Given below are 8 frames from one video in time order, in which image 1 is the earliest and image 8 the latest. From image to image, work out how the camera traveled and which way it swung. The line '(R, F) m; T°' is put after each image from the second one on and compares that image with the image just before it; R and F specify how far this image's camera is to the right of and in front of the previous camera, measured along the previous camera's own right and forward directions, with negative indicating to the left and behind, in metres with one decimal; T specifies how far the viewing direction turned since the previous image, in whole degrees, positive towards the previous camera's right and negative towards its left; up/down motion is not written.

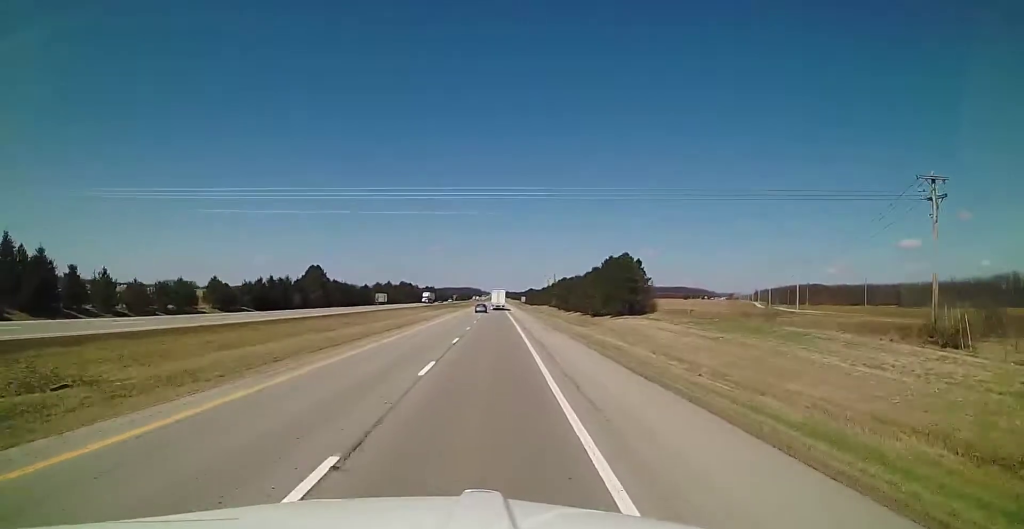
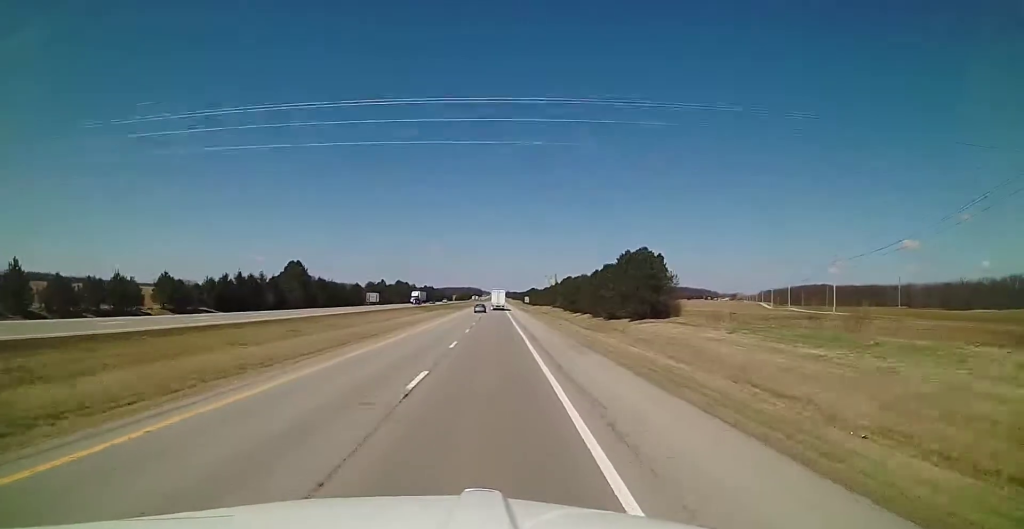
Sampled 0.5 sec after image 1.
(+0.1, +14.6) m; 0°
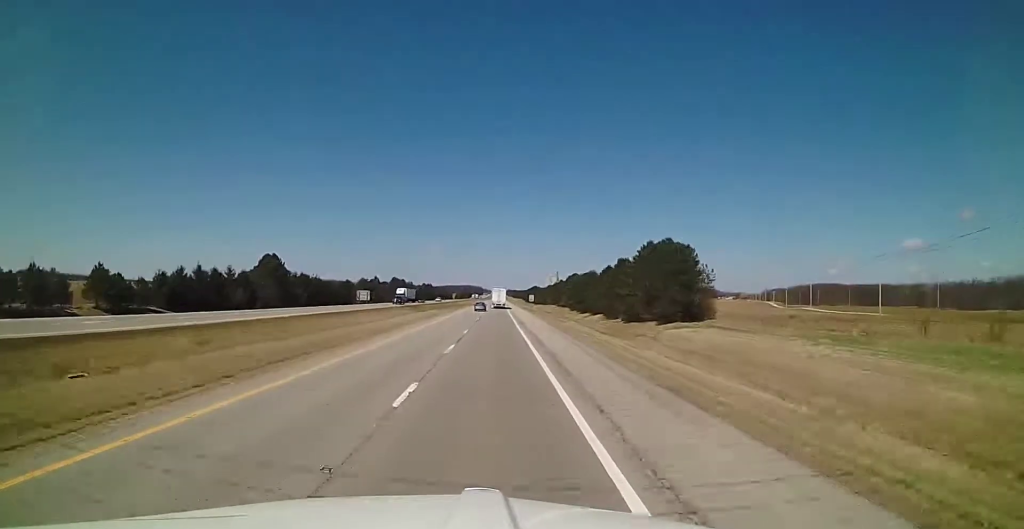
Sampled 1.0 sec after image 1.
(0.0, +14.6) m; 0°
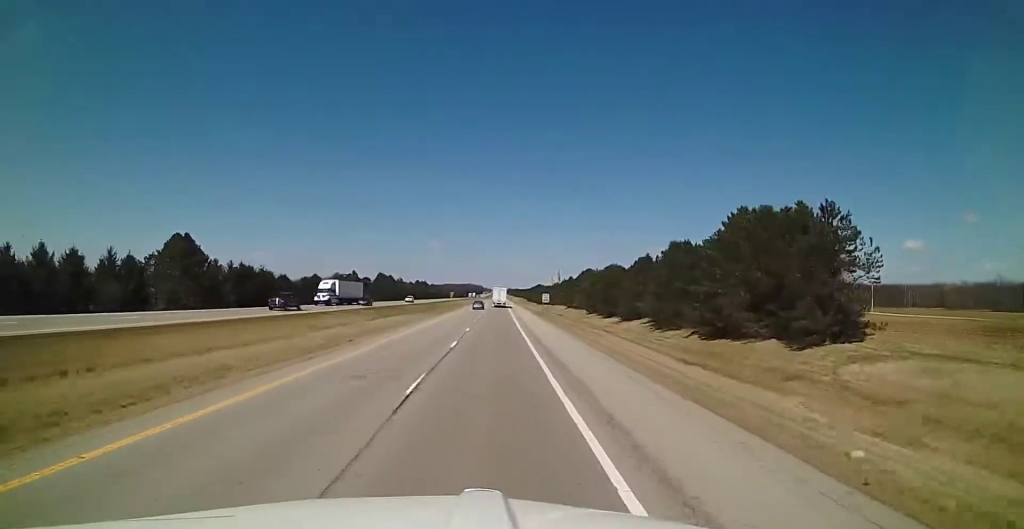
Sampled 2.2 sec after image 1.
(-0.2, +34.1) m; 0°
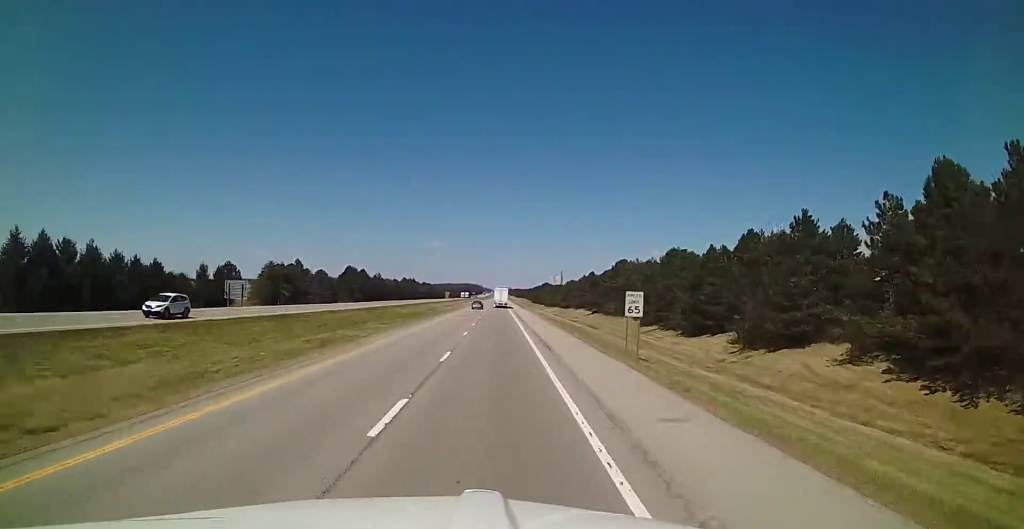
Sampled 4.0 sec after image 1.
(+0.3, +52.8) m; 0°
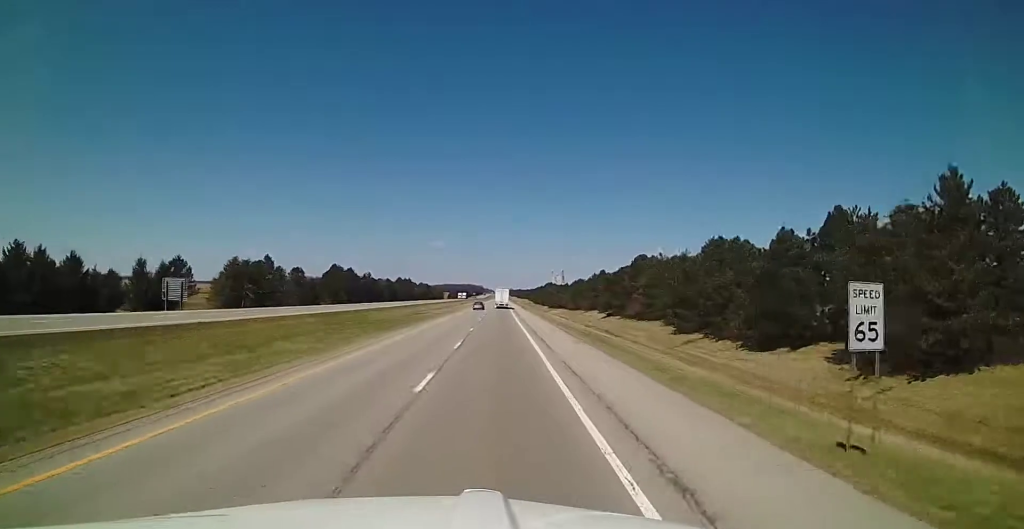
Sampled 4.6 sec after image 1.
(-0.4, +18.6) m; 0°
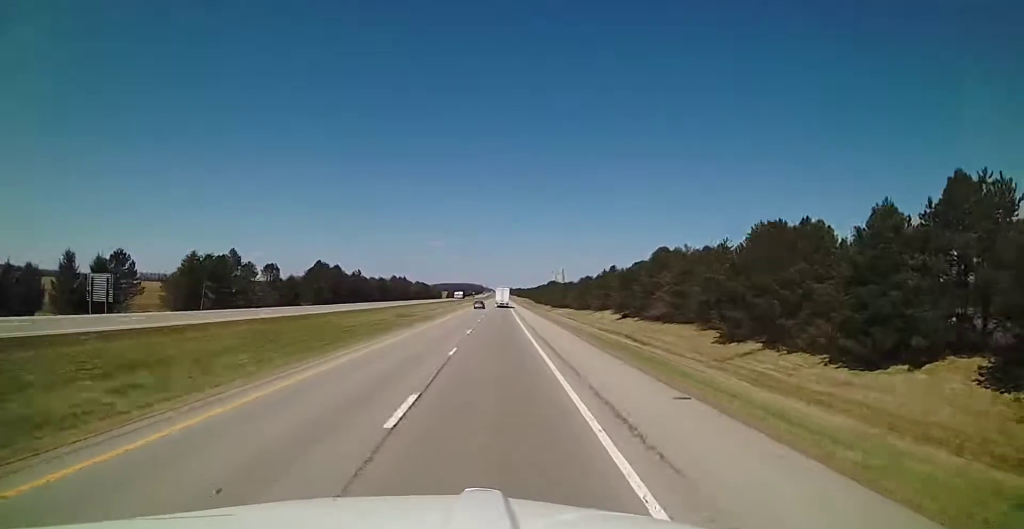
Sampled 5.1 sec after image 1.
(+0.1, +15.7) m; 0°
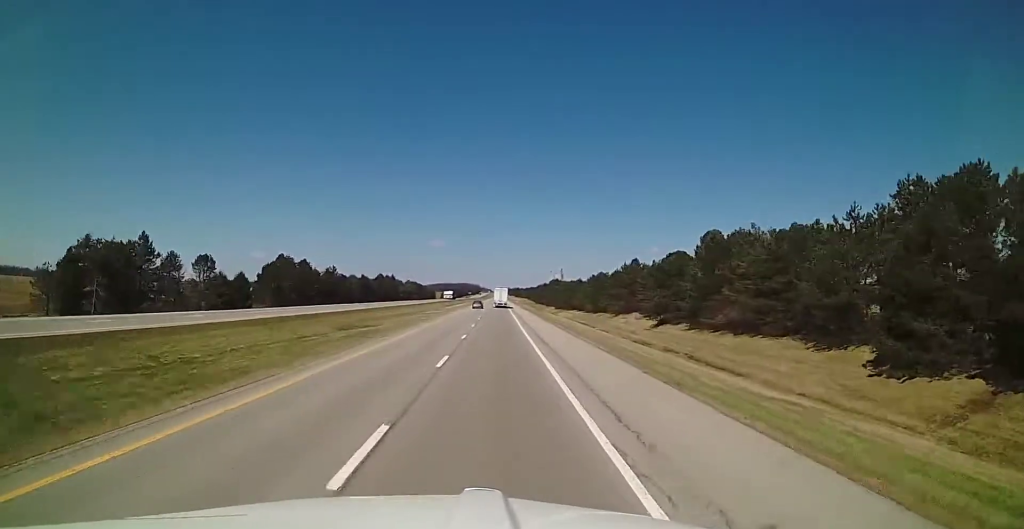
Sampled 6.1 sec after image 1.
(+0.3, +27.4) m; 0°
